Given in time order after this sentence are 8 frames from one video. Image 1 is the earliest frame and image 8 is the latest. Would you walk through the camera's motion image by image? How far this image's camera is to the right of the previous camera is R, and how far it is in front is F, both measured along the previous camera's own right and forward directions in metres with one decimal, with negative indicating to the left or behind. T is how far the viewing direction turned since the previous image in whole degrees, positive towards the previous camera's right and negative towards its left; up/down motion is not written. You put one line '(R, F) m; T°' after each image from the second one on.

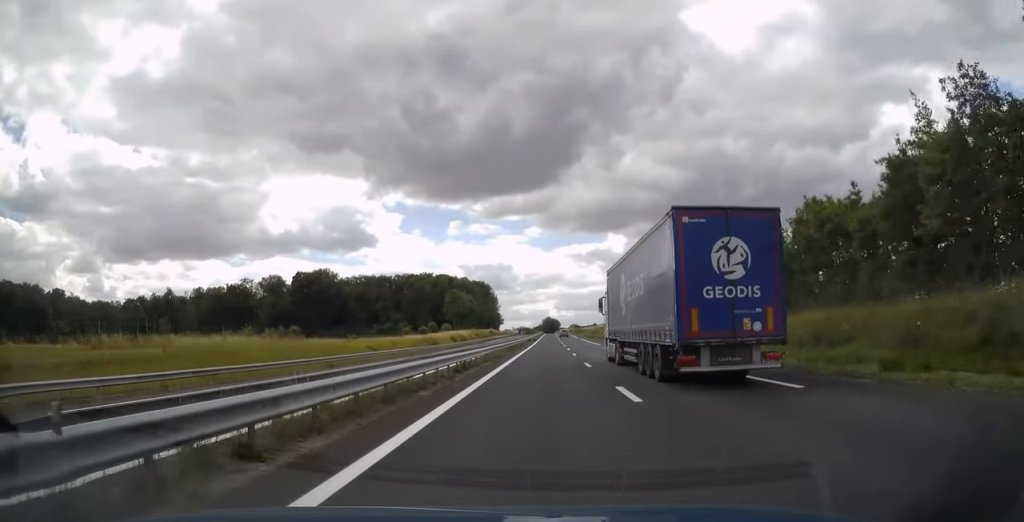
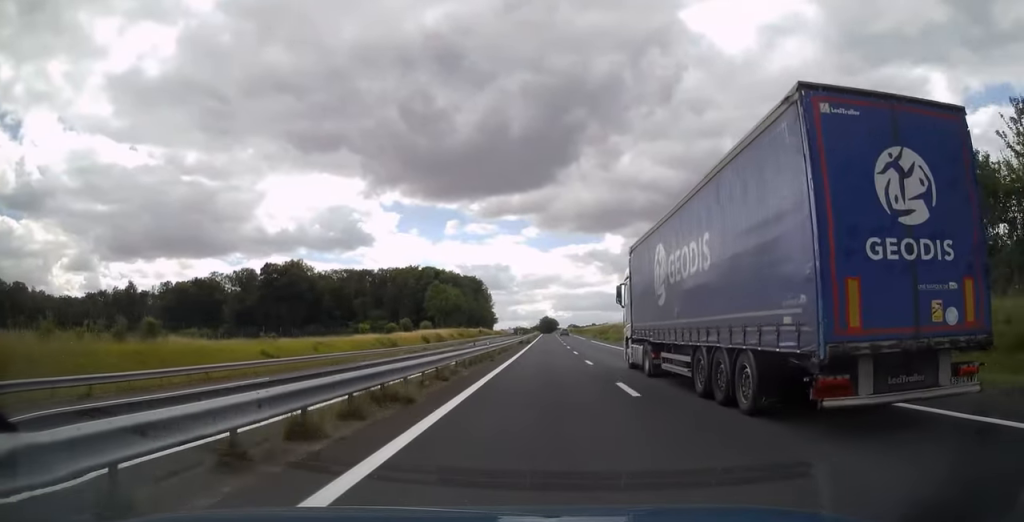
(0.0, +24.5) m; 0°
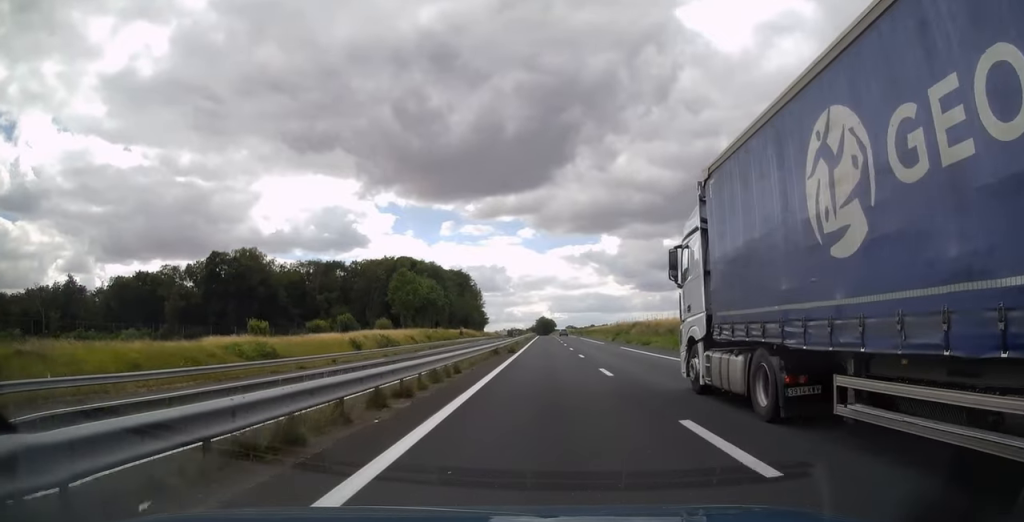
(+0.1, +32.4) m; +1°
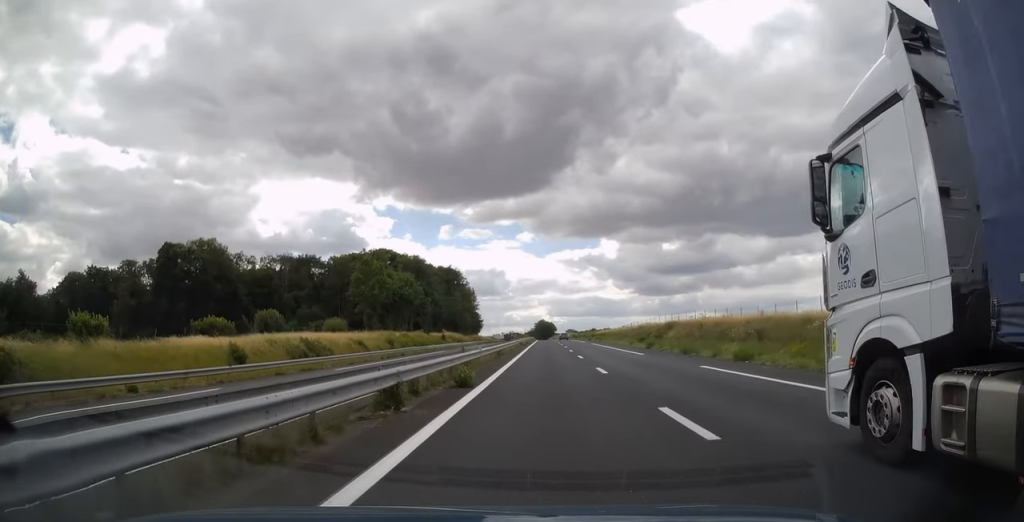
(+0.3, +23.3) m; 0°
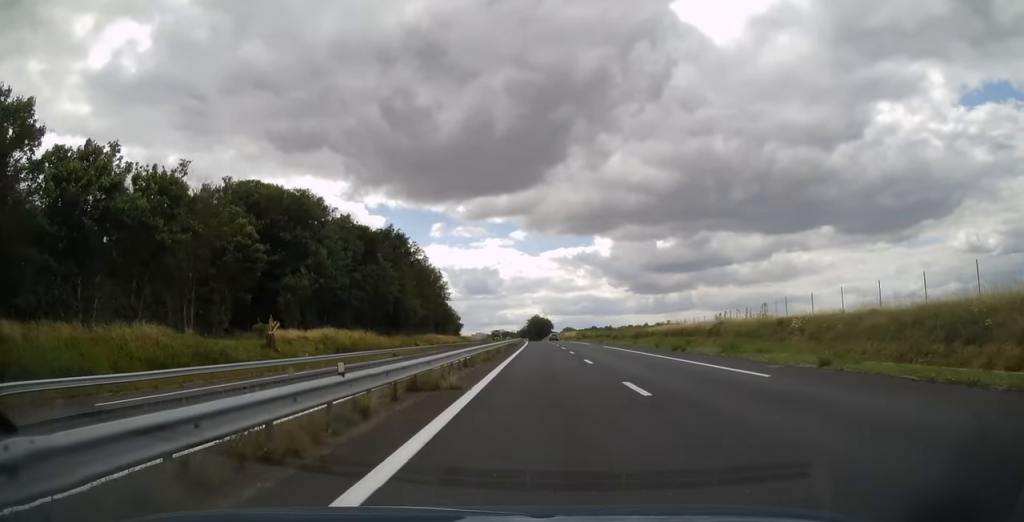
(-0.1, +71.2) m; +1°
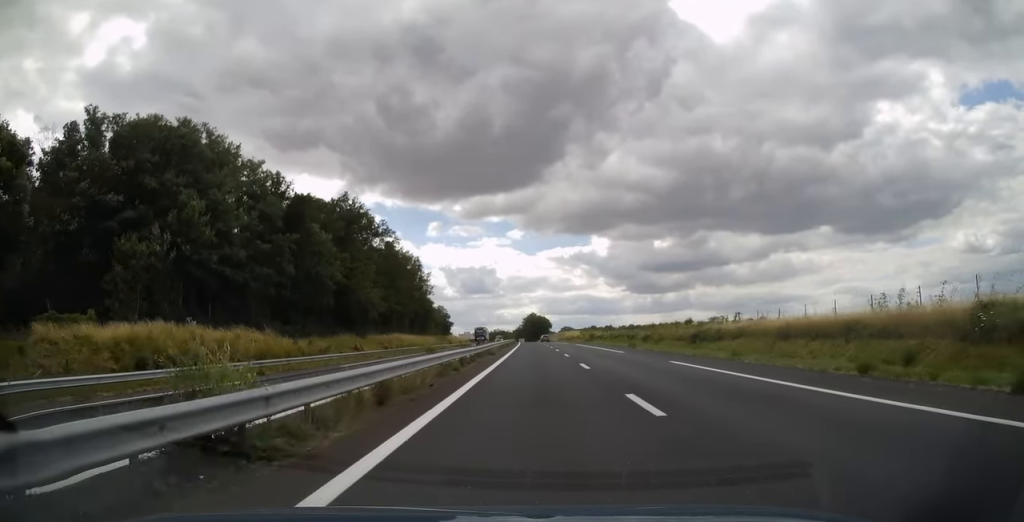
(0.0, +28.3) m; 0°
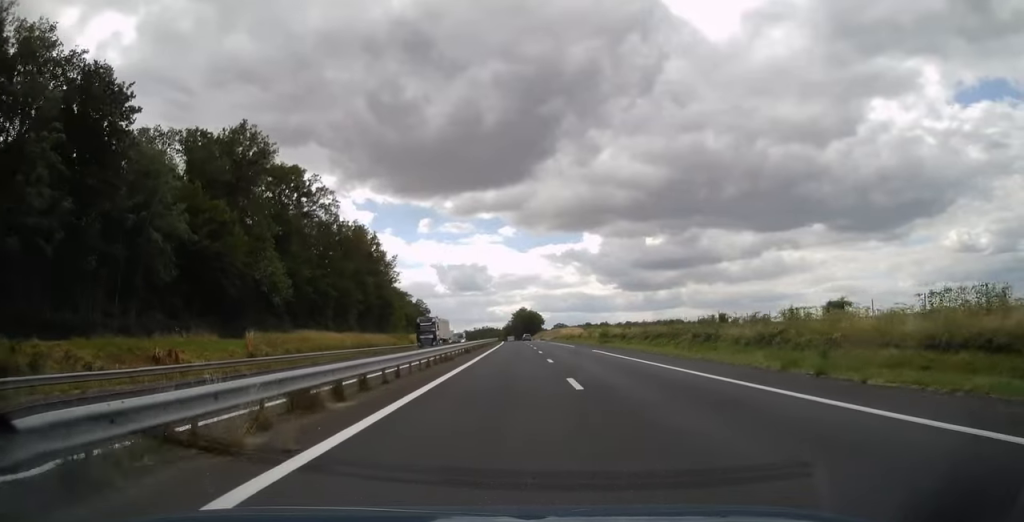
(+0.3, +33.7) m; 0°
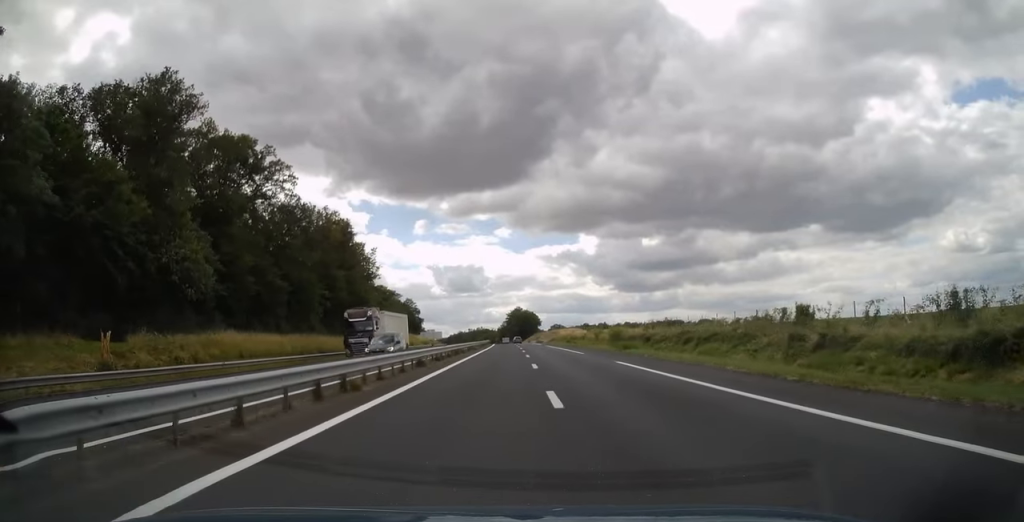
(0.0, +15.4) m; 0°
